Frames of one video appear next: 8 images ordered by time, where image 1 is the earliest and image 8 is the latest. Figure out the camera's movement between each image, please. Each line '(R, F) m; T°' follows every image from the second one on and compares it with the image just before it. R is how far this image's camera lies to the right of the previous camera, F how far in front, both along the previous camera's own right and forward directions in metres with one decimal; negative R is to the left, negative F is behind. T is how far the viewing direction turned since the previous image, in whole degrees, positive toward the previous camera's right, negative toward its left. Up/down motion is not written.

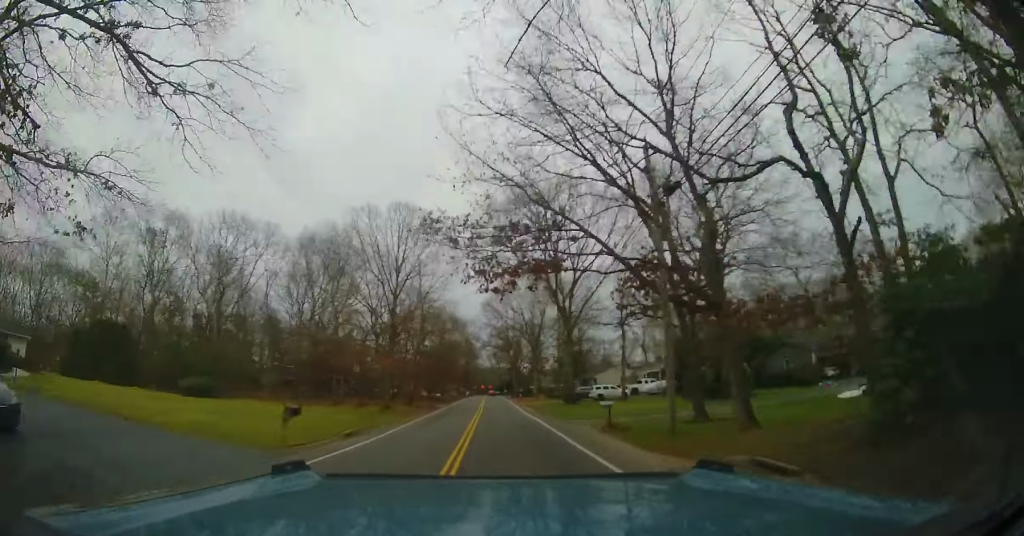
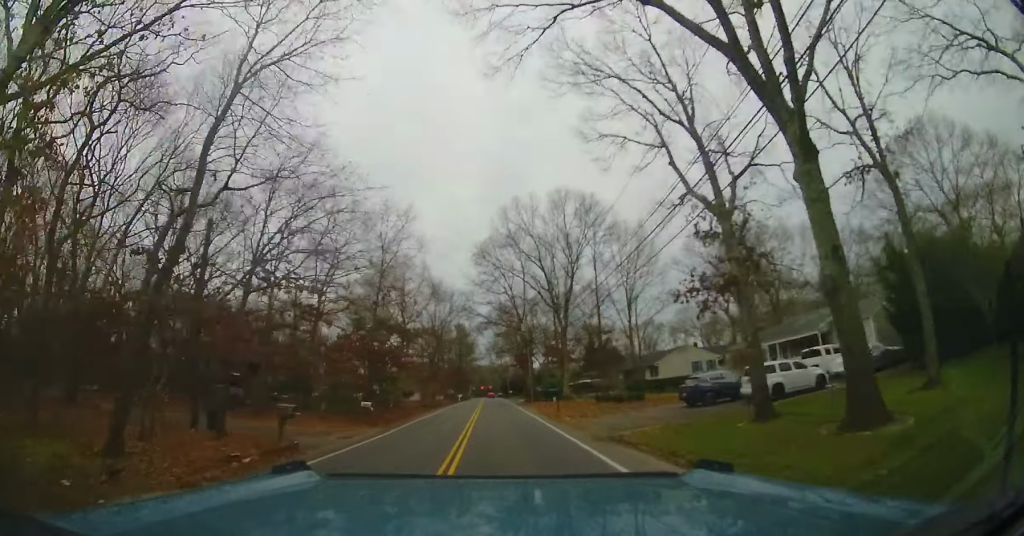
(+0.4, +6.8) m; +3°
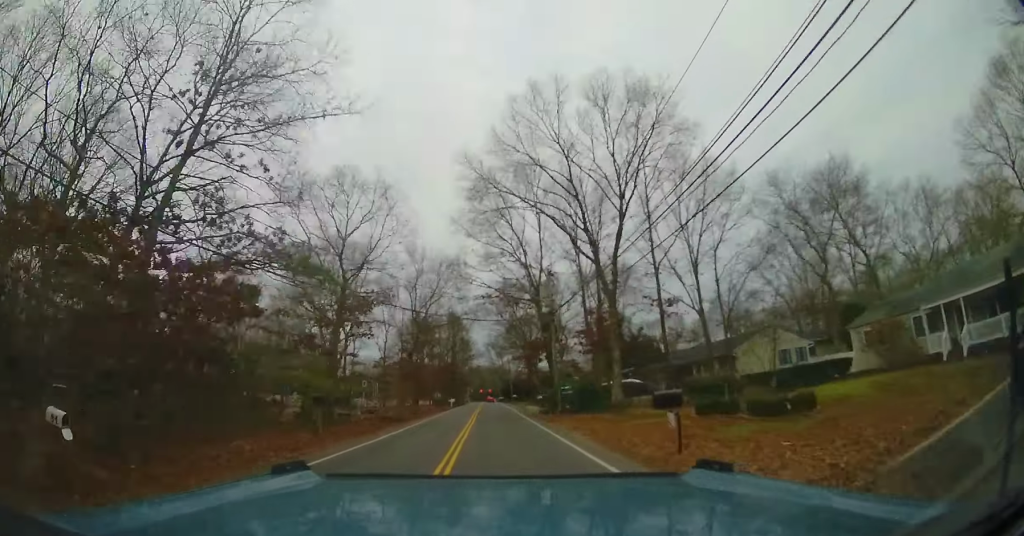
(-0.1, +3.5) m; -4°
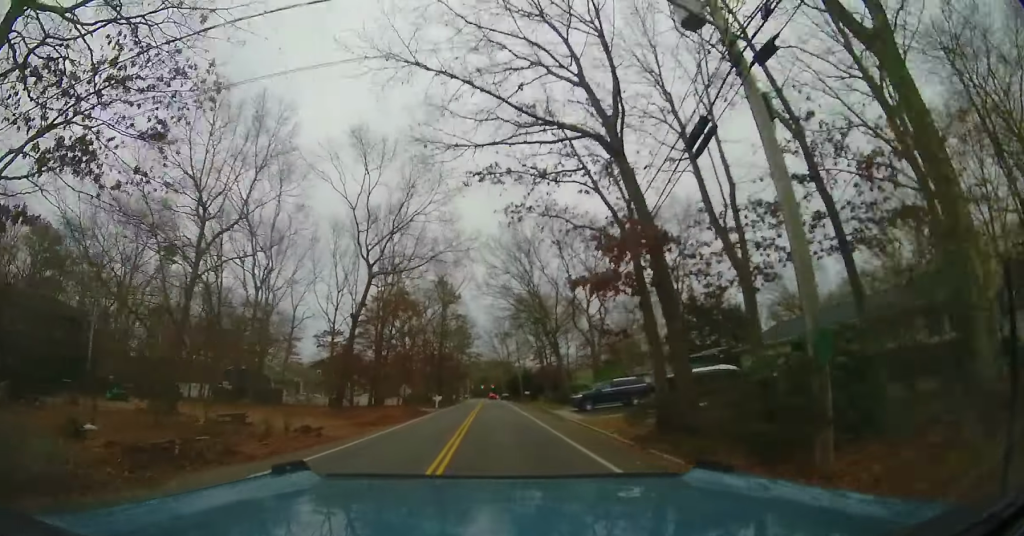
(-0.2, +4.3) m; -7°
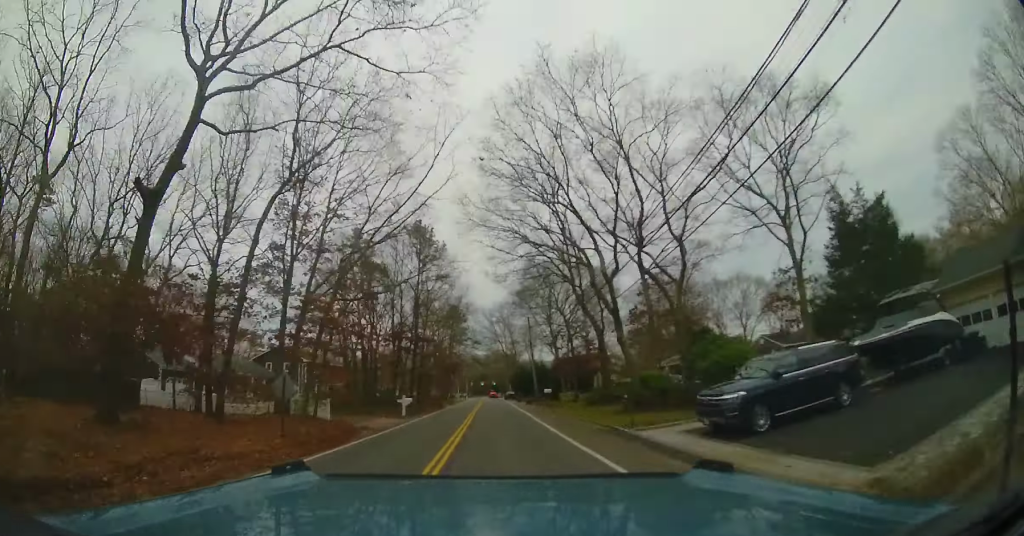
(-0.3, +4.2) m; -8°
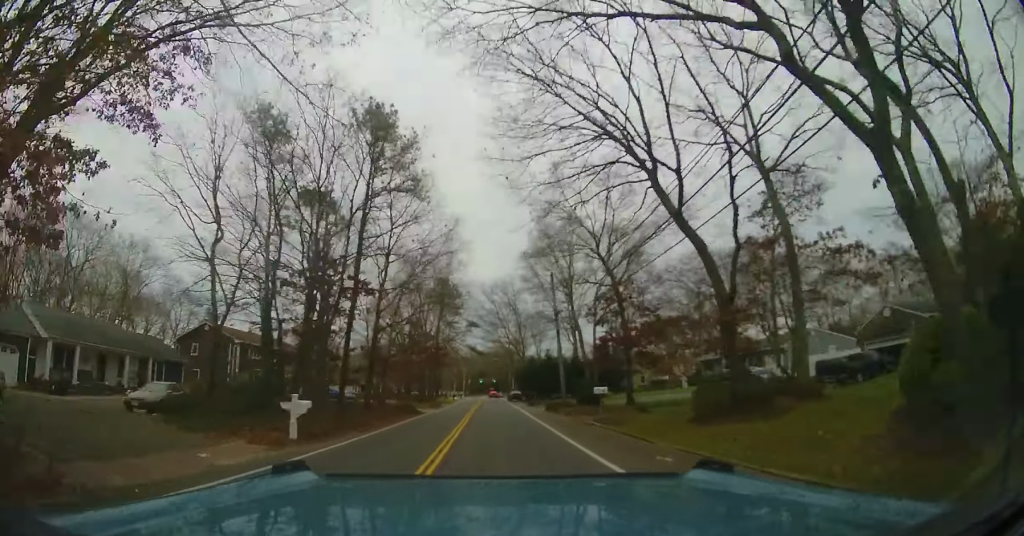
(-0.3, +4.1) m; -7°
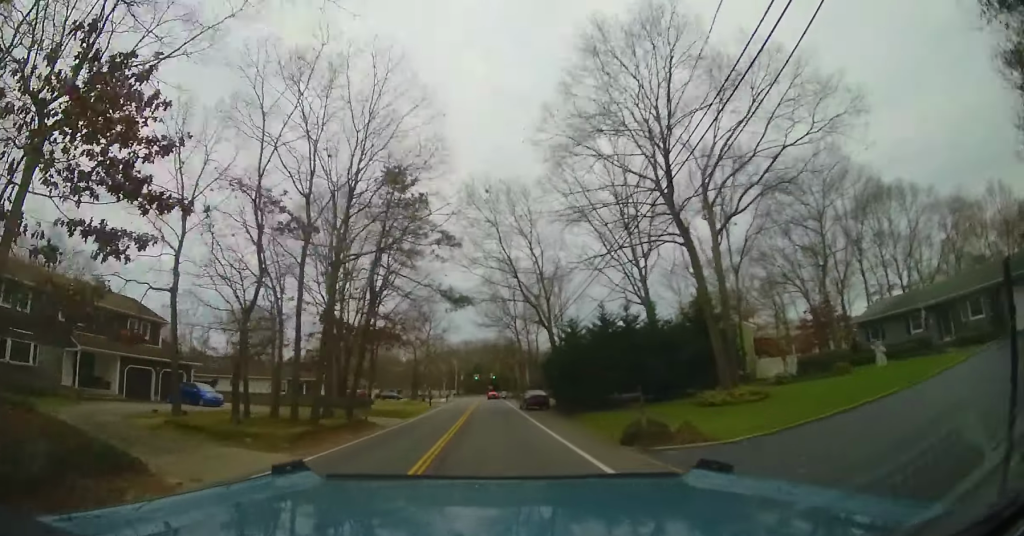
(-0.7, +8.2) m; -10°
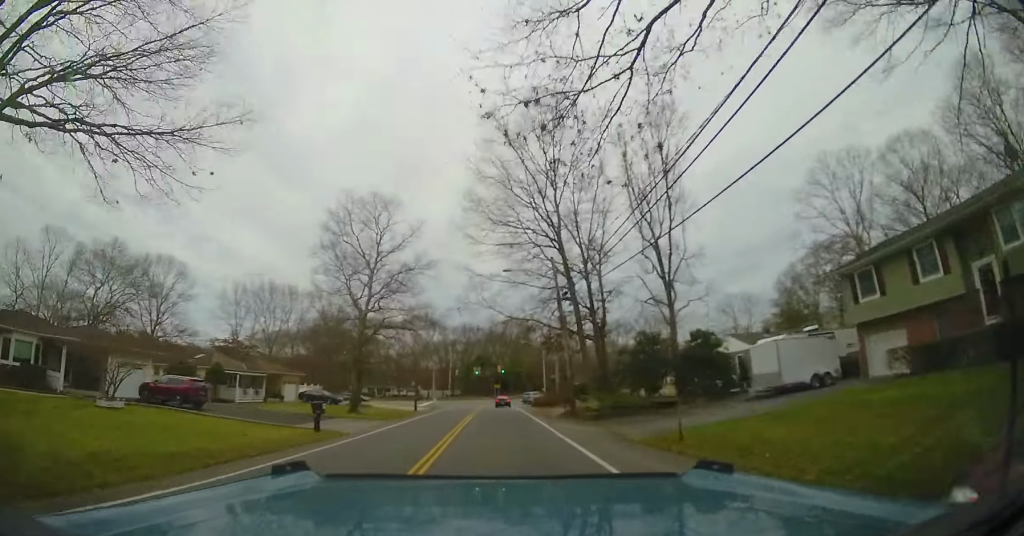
(-1.1, +11.7) m; -6°
